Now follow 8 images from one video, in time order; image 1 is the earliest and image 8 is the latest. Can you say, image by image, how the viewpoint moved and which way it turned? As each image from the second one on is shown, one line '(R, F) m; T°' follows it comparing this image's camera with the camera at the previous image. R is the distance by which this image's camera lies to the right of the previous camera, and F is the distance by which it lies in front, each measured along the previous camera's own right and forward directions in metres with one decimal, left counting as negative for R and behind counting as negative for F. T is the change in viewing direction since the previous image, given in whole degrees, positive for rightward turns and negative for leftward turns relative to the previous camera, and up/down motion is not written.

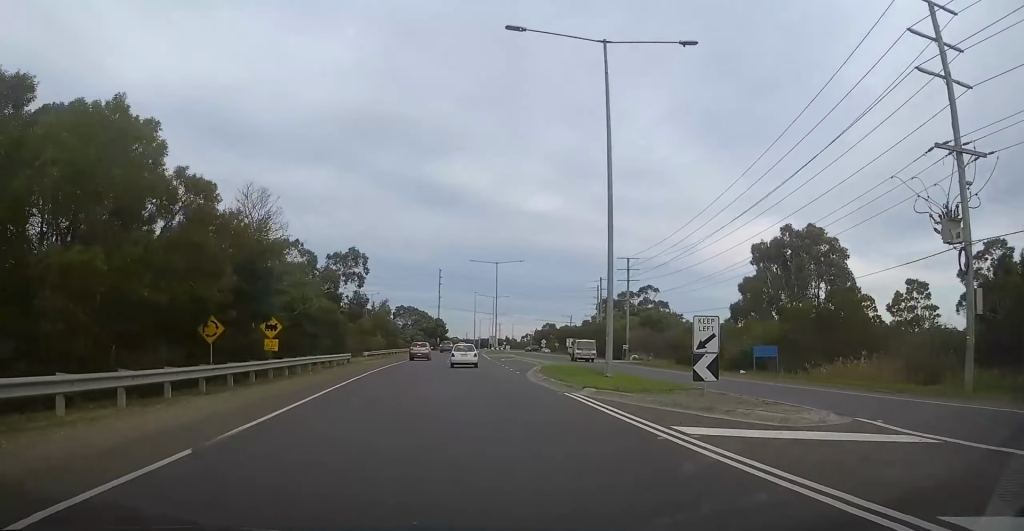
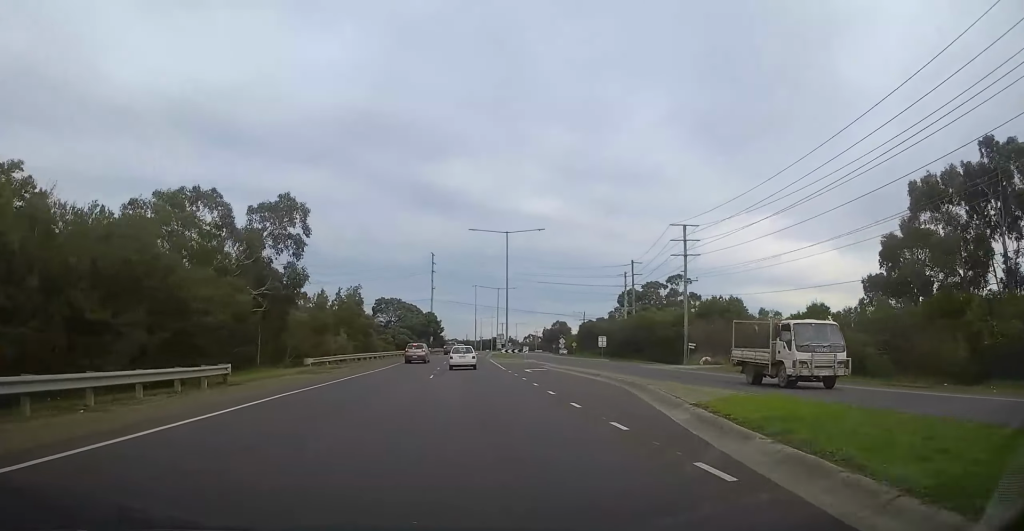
(-0.2, +24.8) m; +1°
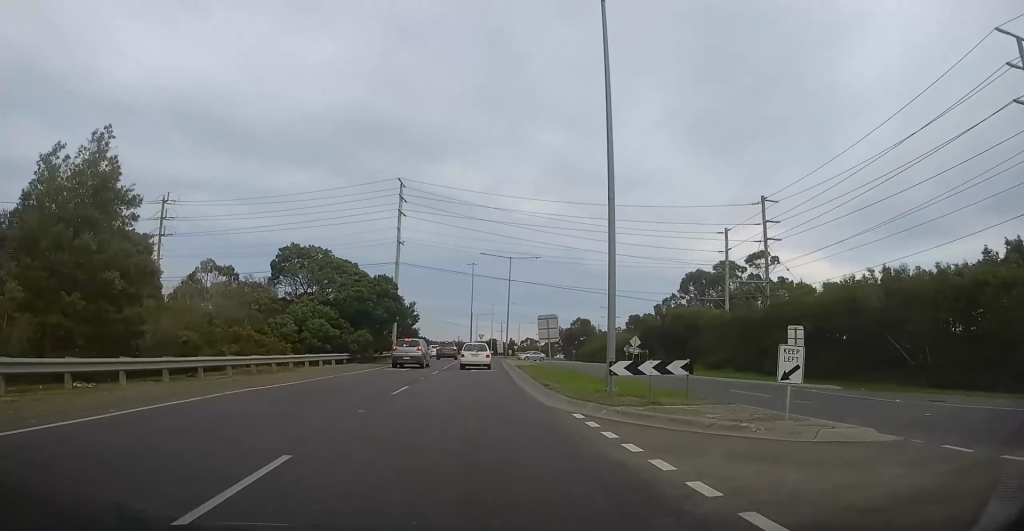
(+0.8, +47.5) m; +1°
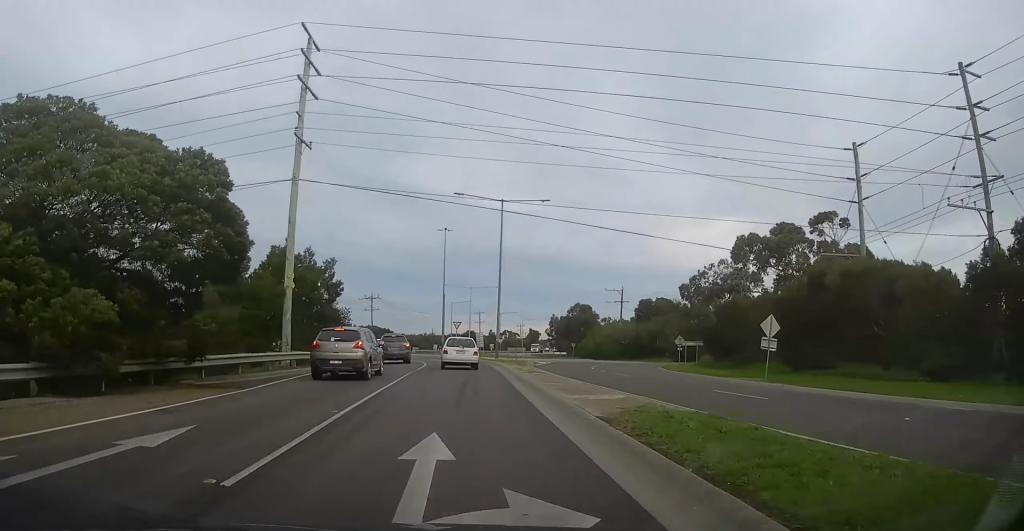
(+0.1, +29.7) m; +2°
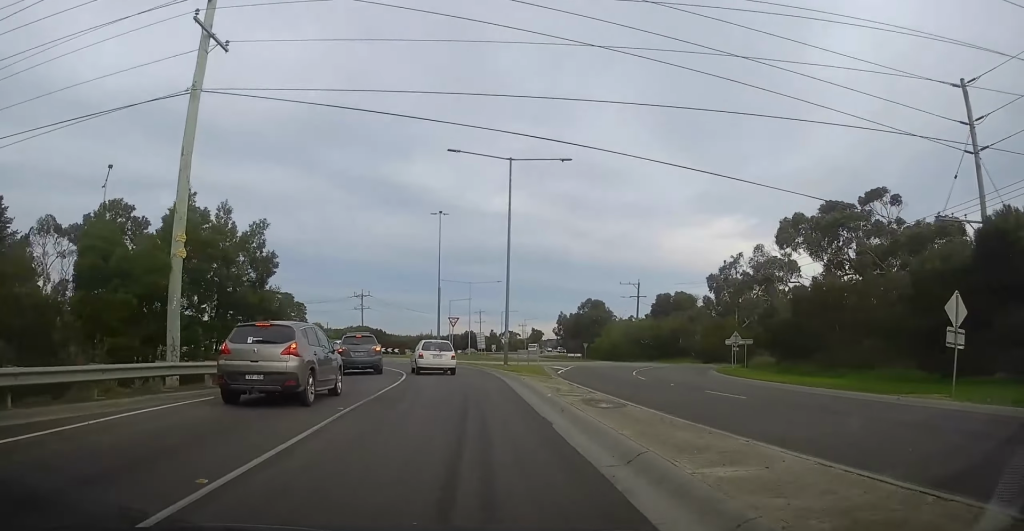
(+0.5, +12.9) m; 0°
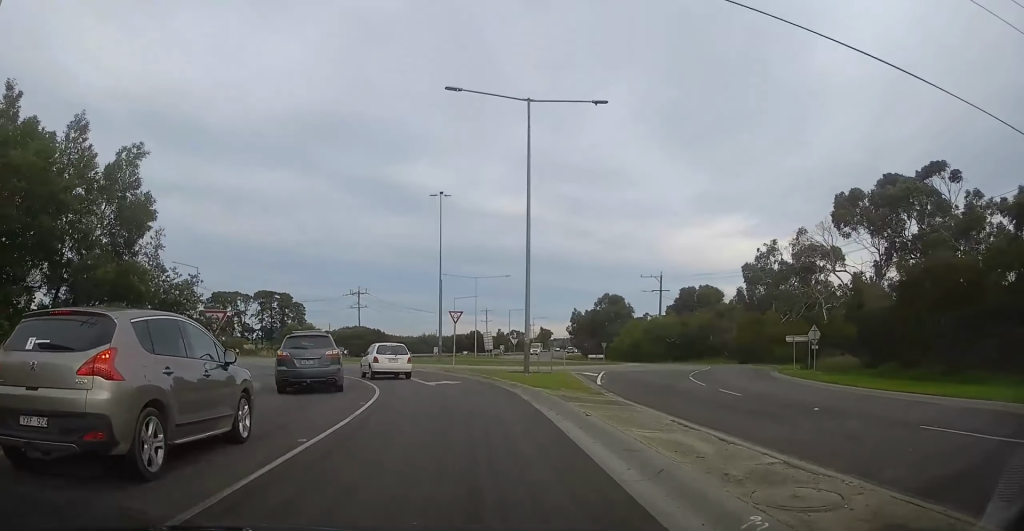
(-0.4, +10.4) m; 0°
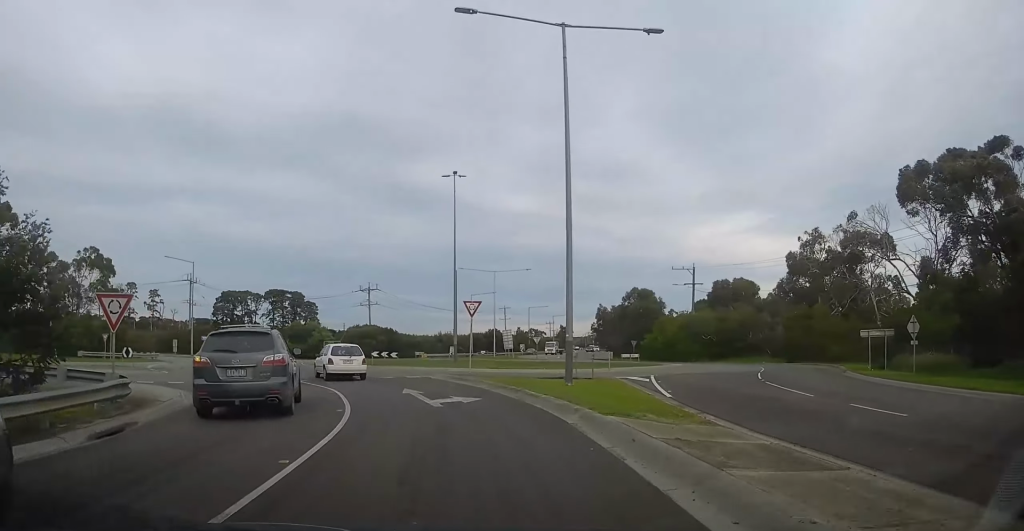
(-0.1, +7.6) m; -1°
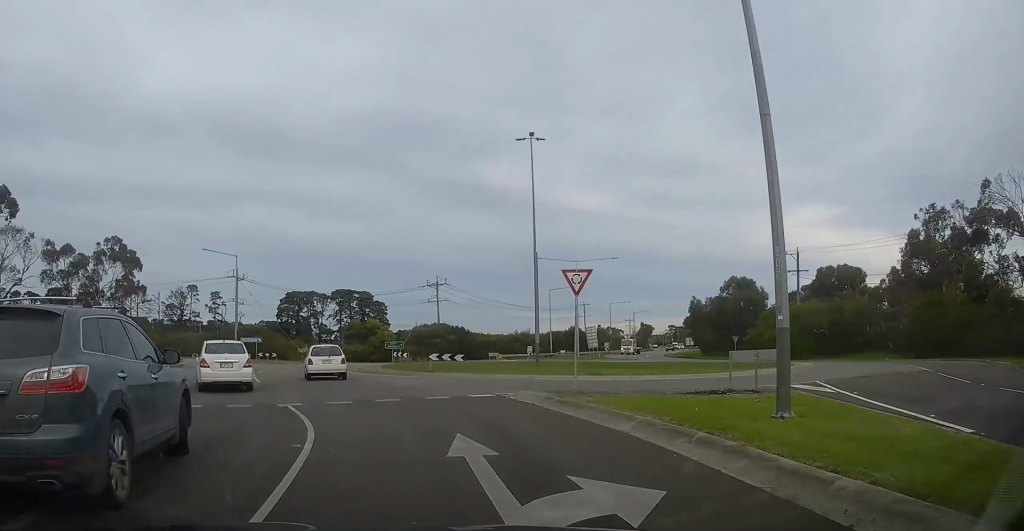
(+0.8, +10.4) m; -6°
